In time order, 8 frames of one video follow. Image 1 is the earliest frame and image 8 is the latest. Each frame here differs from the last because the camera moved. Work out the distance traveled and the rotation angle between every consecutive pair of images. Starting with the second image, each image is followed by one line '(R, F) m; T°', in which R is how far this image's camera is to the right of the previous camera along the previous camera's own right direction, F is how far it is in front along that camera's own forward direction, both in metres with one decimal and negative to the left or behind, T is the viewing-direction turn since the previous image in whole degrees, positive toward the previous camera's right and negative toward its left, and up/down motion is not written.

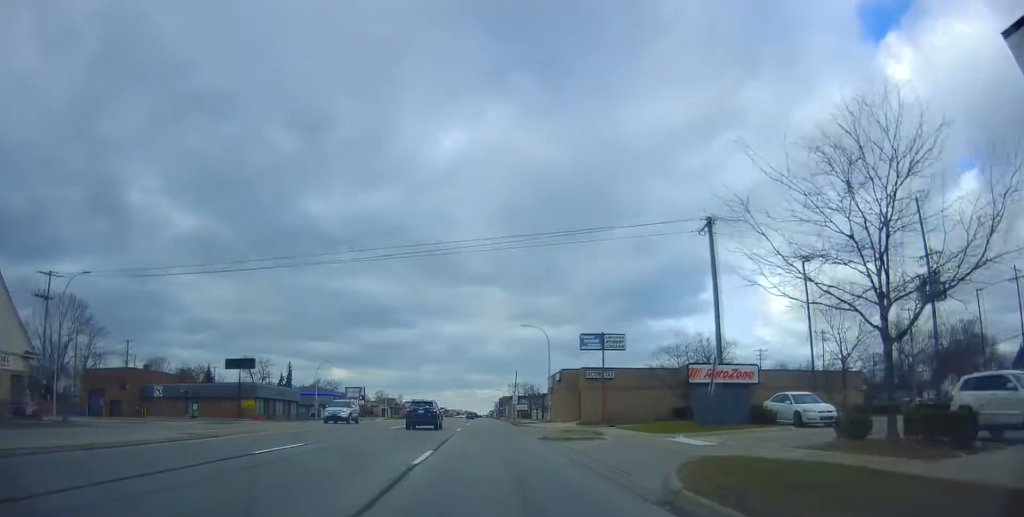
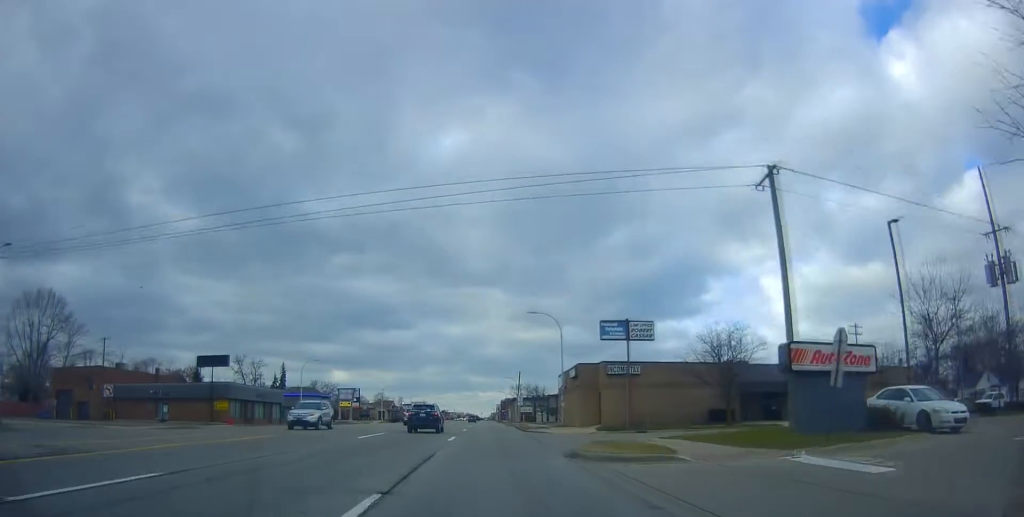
(0.0, +8.5) m; +1°
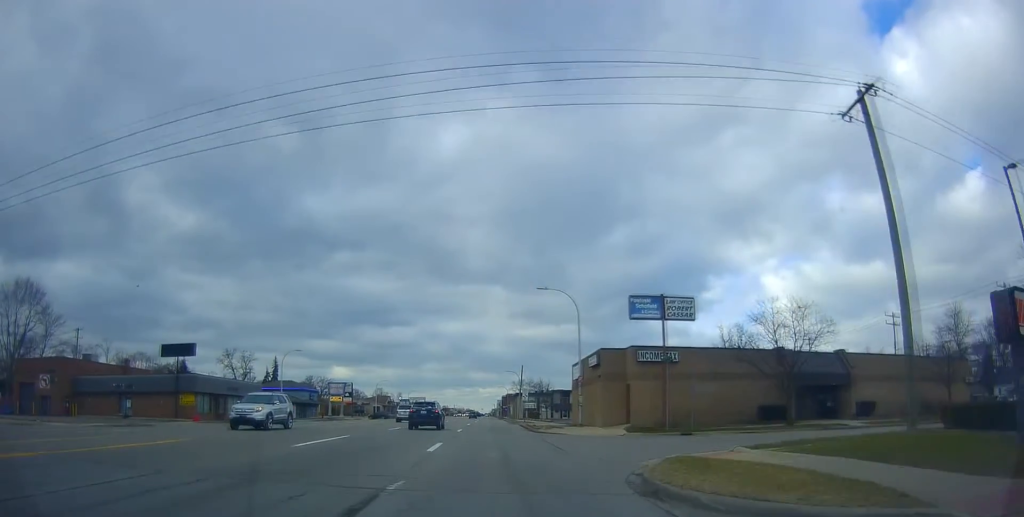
(-0.1, +8.5) m; +1°
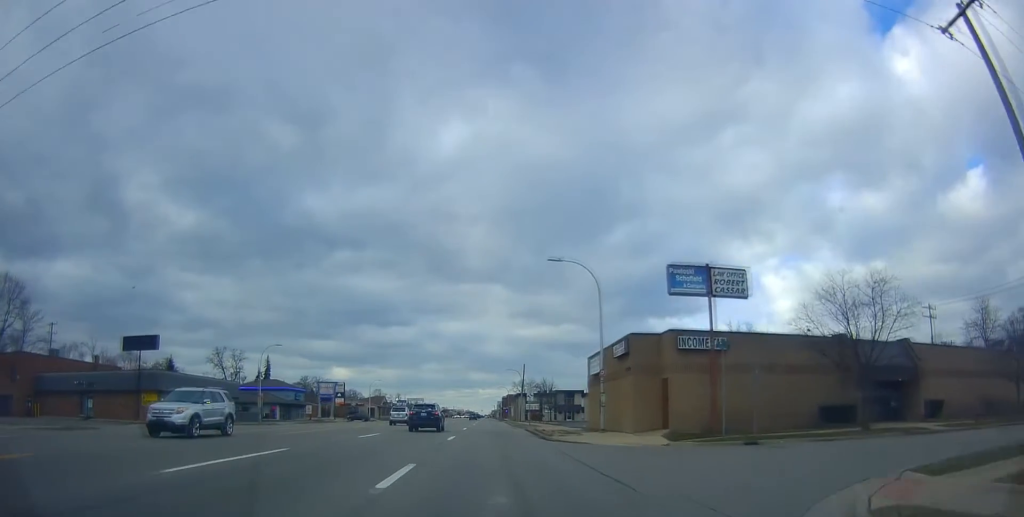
(+0.1, +7.4) m; +1°
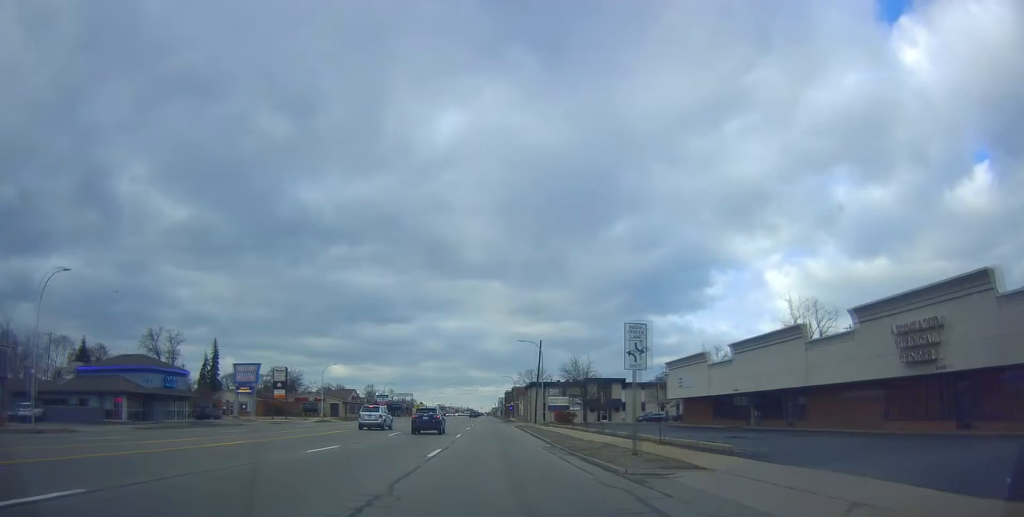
(+0.4, +39.4) m; 0°
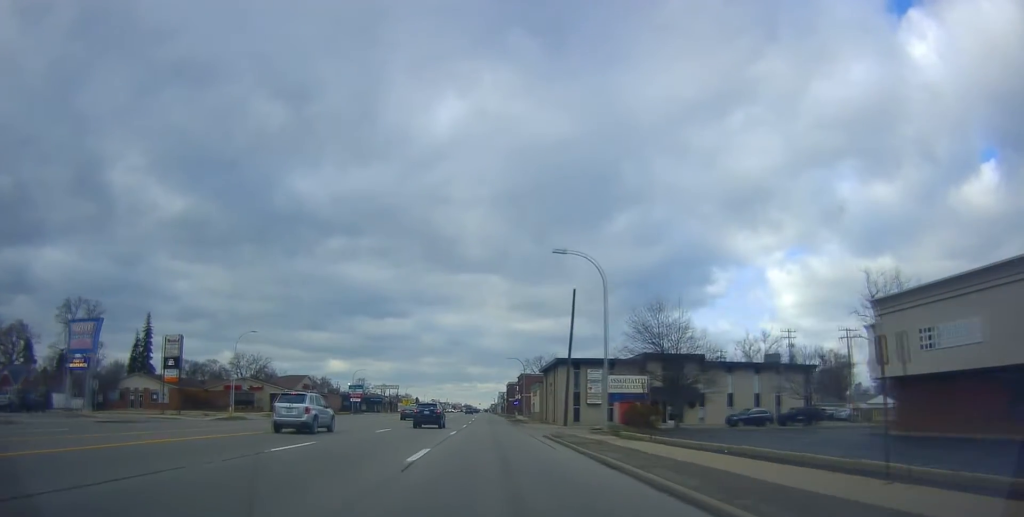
(0.0, +34.5) m; 0°
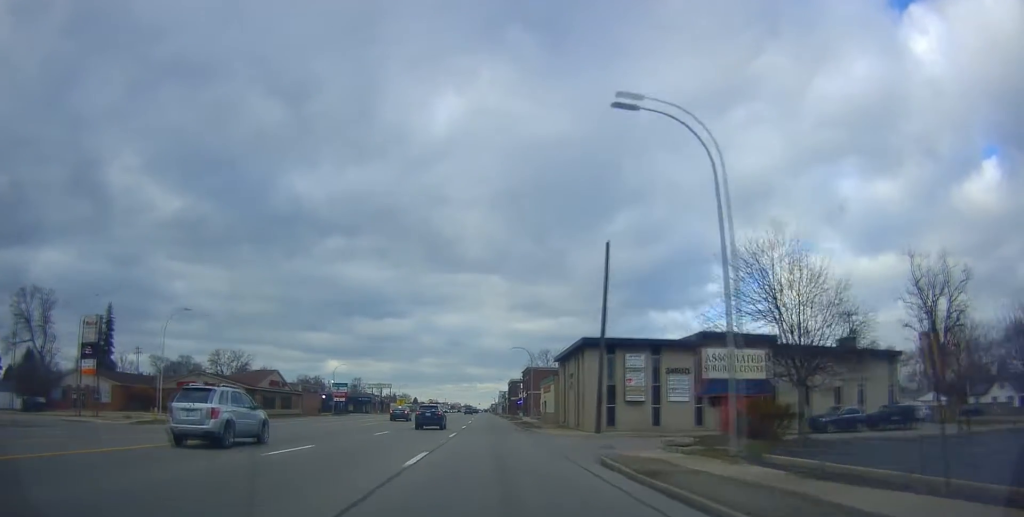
(-0.1, +15.3) m; 0°
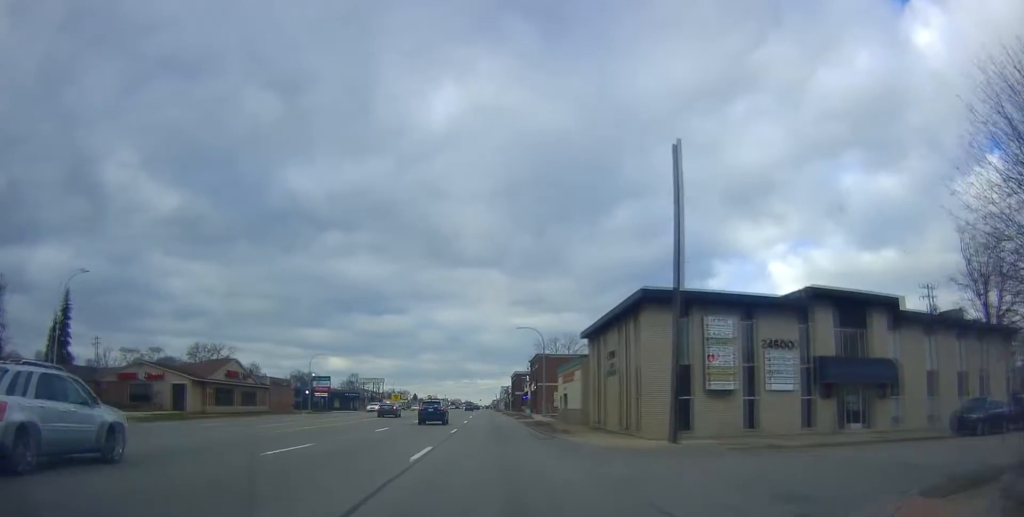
(+0.3, +14.8) m; 0°
